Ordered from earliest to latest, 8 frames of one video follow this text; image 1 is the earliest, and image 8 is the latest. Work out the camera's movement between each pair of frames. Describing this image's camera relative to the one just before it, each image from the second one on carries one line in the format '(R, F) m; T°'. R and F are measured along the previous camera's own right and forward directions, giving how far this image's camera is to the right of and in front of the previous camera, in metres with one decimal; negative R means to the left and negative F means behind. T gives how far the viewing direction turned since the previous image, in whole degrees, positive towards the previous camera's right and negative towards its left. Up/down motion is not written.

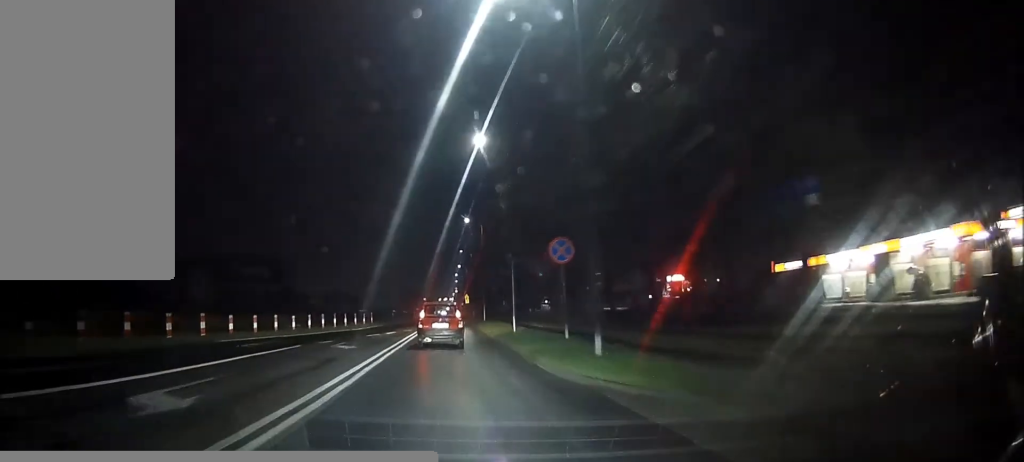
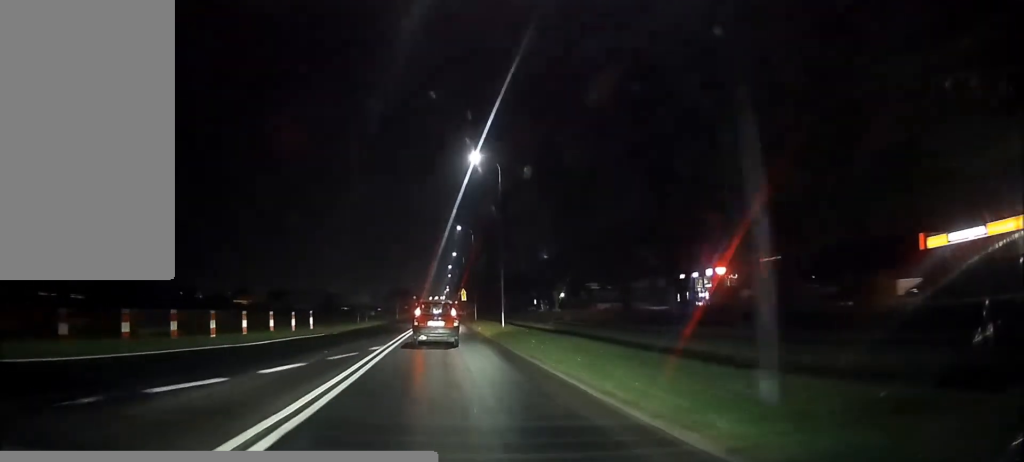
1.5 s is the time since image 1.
(-0.1, +25.3) m; 0°
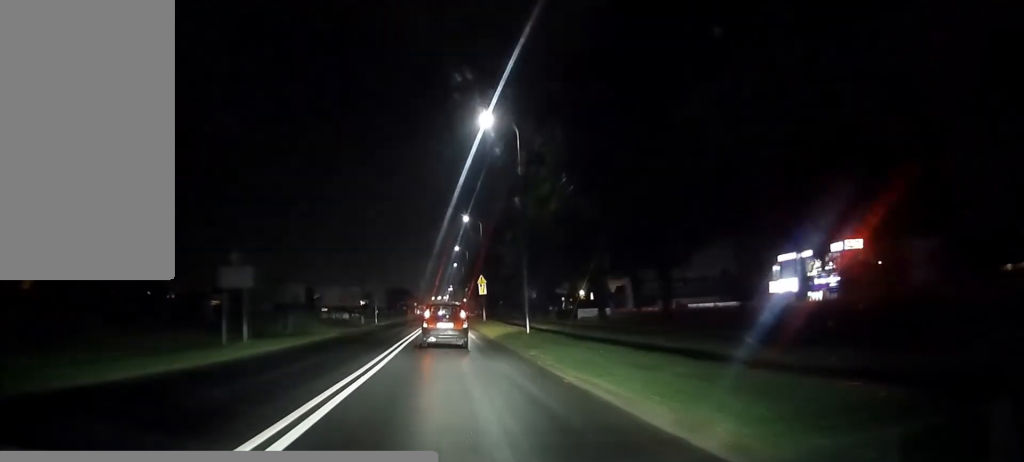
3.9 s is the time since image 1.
(+0.3, +38.8) m; +1°
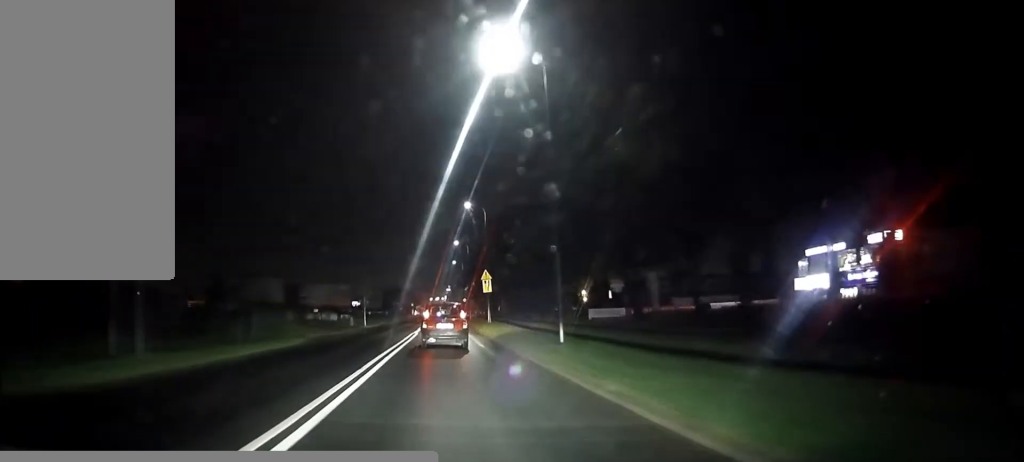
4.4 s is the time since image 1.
(0.0, +8.1) m; 0°
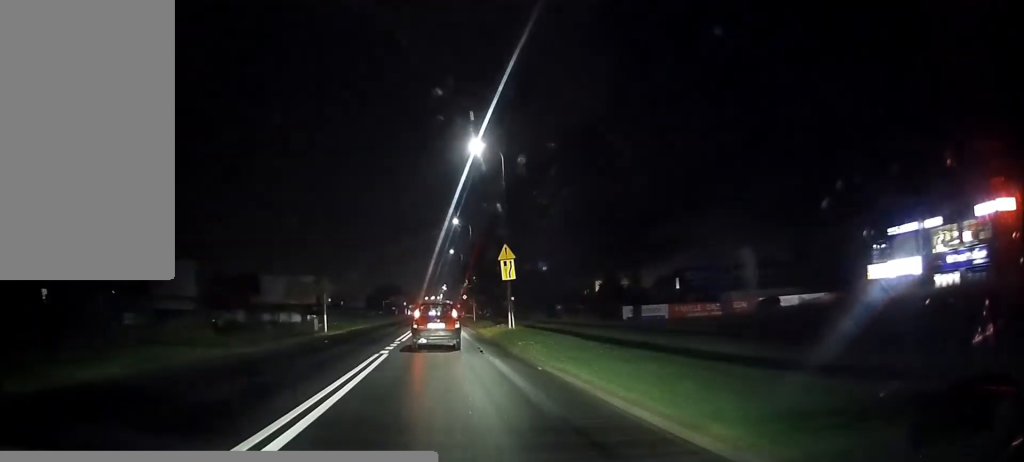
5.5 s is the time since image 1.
(+0.1, +18.3) m; 0°
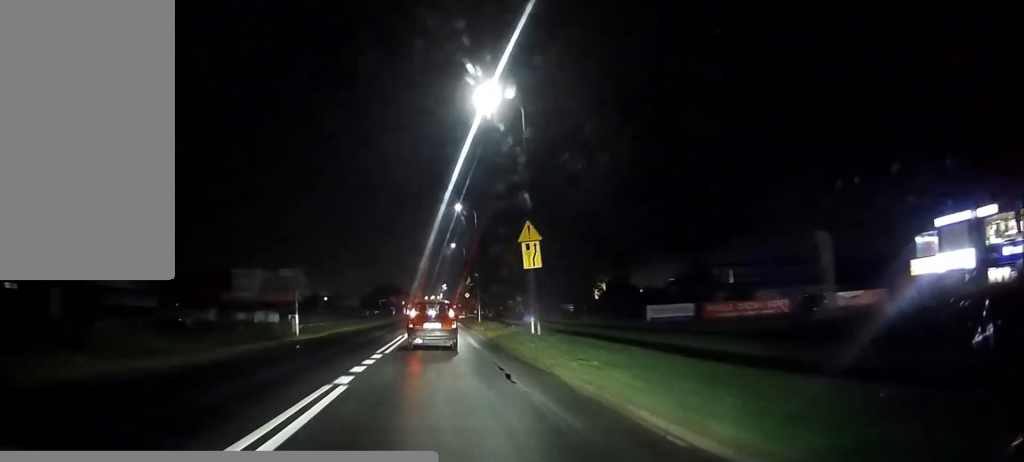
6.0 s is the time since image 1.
(0.0, +8.0) m; 0°
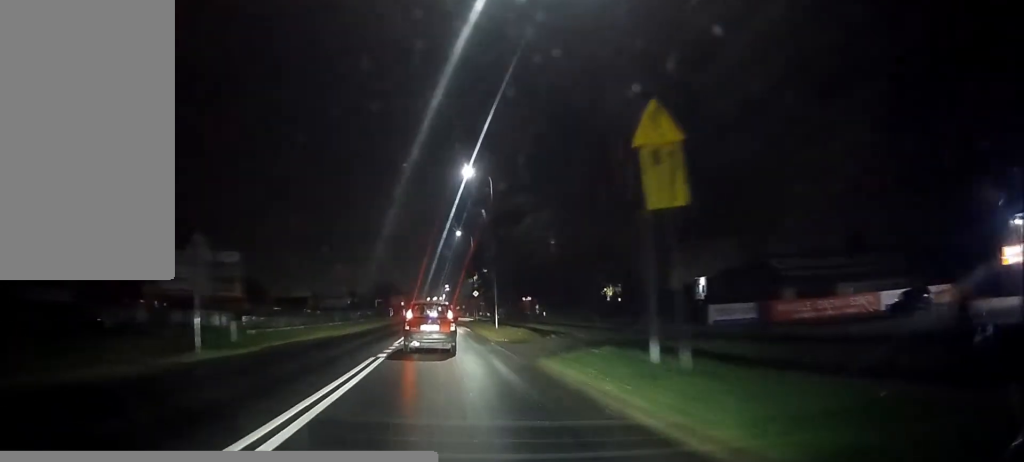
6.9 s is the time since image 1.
(0.0, +13.7) m; 0°
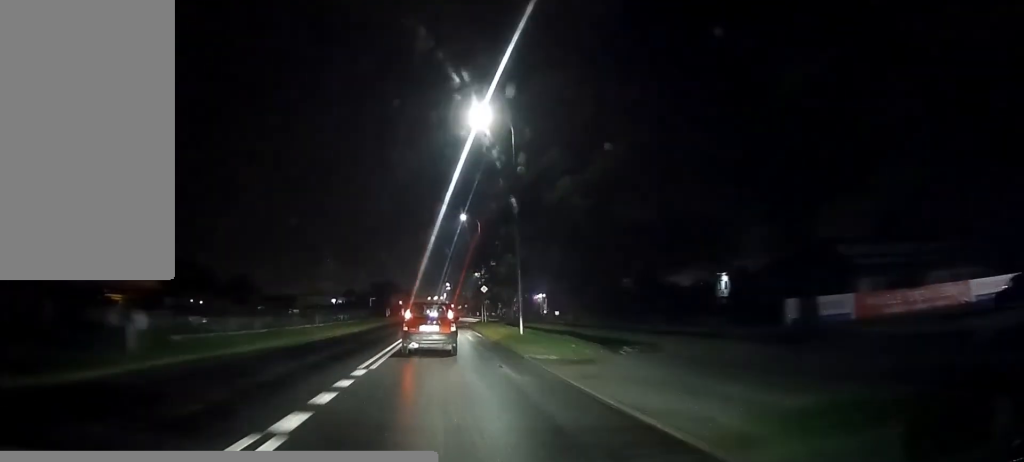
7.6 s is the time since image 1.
(+0.1, +10.9) m; +1°
